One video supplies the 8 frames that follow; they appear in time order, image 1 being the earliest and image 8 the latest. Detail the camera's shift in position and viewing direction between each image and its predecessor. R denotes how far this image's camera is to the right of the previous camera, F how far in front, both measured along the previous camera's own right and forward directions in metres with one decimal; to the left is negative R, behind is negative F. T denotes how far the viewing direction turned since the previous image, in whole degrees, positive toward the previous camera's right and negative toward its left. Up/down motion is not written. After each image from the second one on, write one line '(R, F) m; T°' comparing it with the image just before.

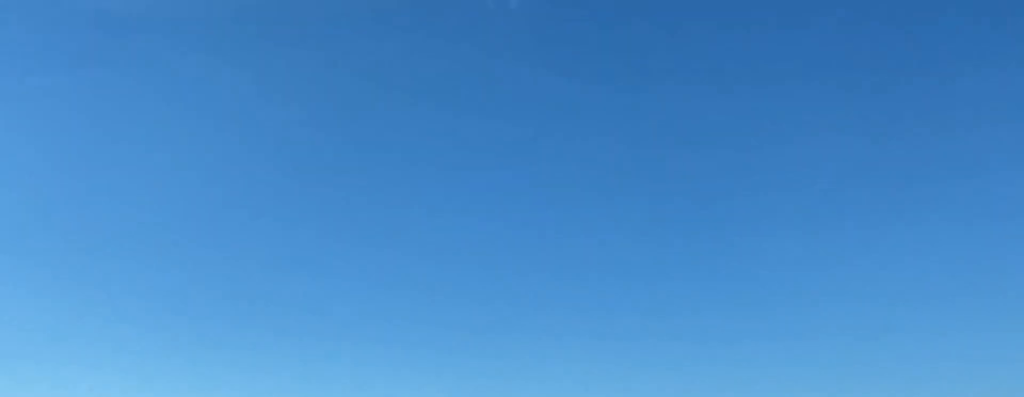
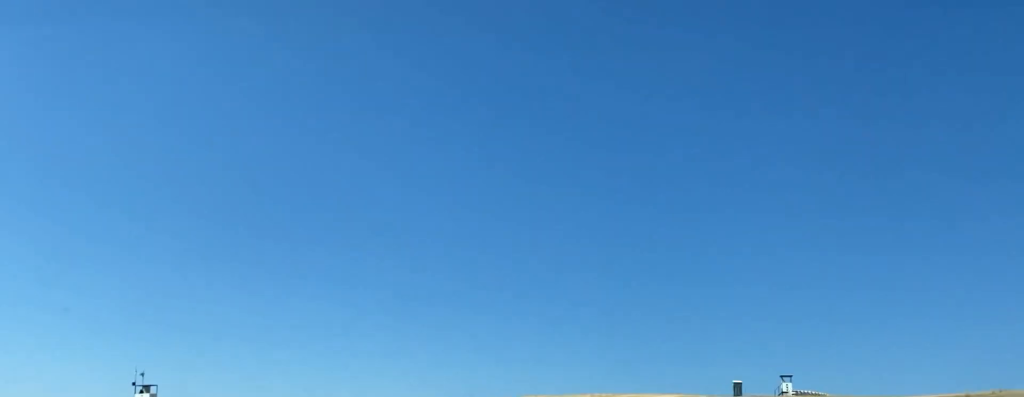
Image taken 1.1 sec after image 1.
(-6.2, +25.1) m; -31°
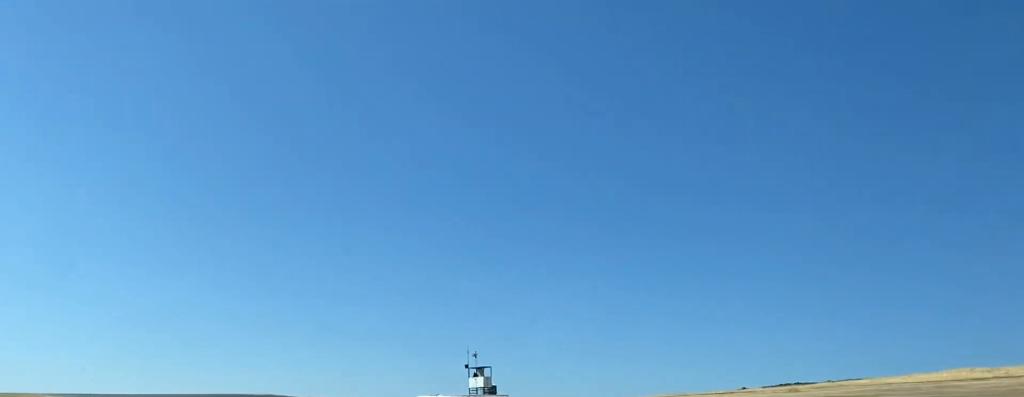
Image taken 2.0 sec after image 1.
(-6.1, +22.4) m; -22°
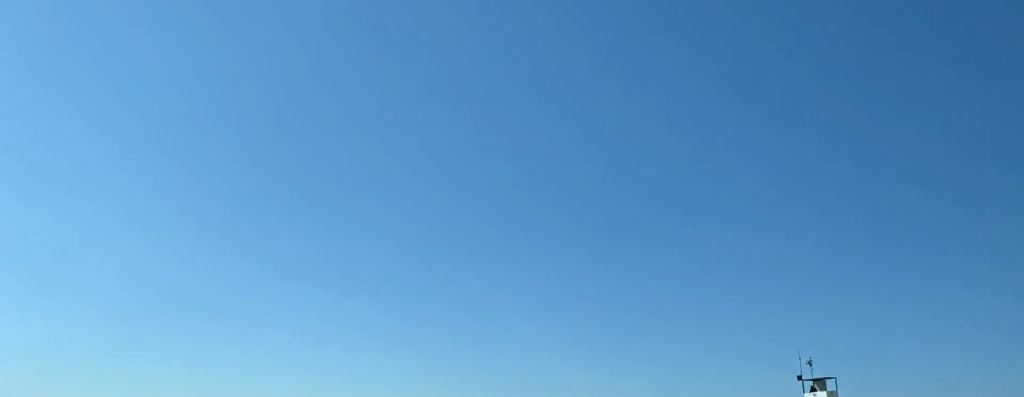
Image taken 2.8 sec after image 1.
(-2.3, +20.1) m; -5°
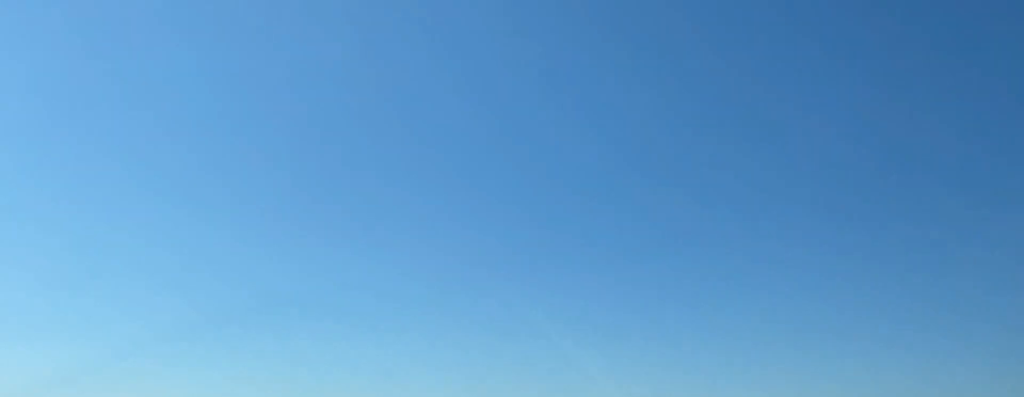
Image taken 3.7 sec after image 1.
(0.0, +24.6) m; +5°
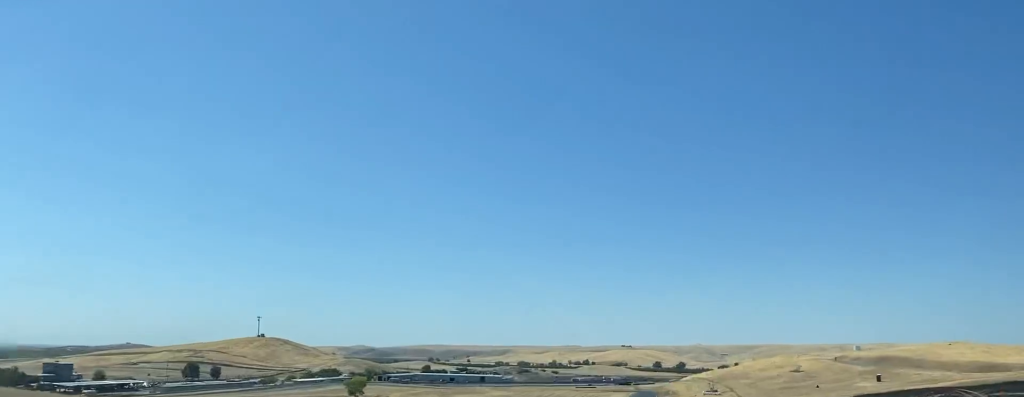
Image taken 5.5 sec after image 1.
(+7.7, +59.6) m; +11°
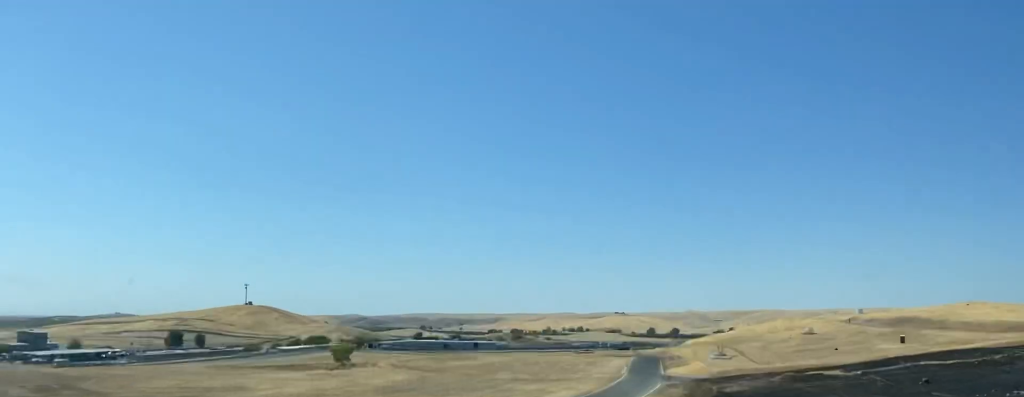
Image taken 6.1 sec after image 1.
(+0.4, +22.9) m; +4°
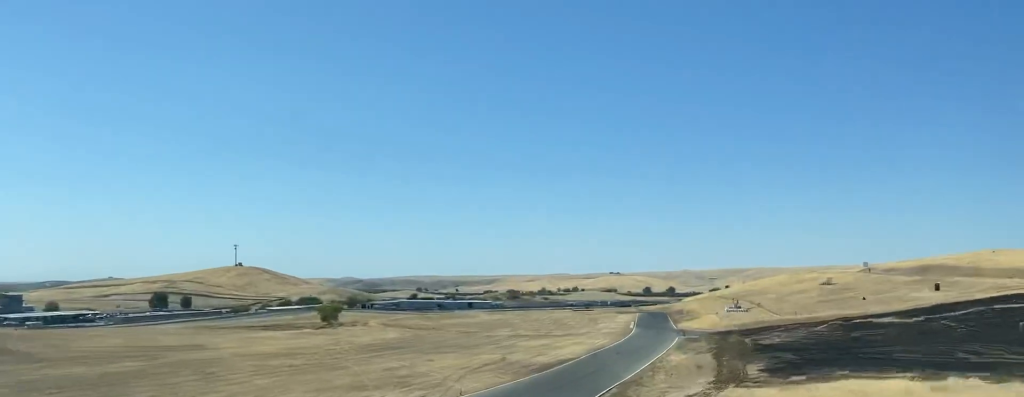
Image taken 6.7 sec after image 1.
(-0.1, +25.0) m; +4°
